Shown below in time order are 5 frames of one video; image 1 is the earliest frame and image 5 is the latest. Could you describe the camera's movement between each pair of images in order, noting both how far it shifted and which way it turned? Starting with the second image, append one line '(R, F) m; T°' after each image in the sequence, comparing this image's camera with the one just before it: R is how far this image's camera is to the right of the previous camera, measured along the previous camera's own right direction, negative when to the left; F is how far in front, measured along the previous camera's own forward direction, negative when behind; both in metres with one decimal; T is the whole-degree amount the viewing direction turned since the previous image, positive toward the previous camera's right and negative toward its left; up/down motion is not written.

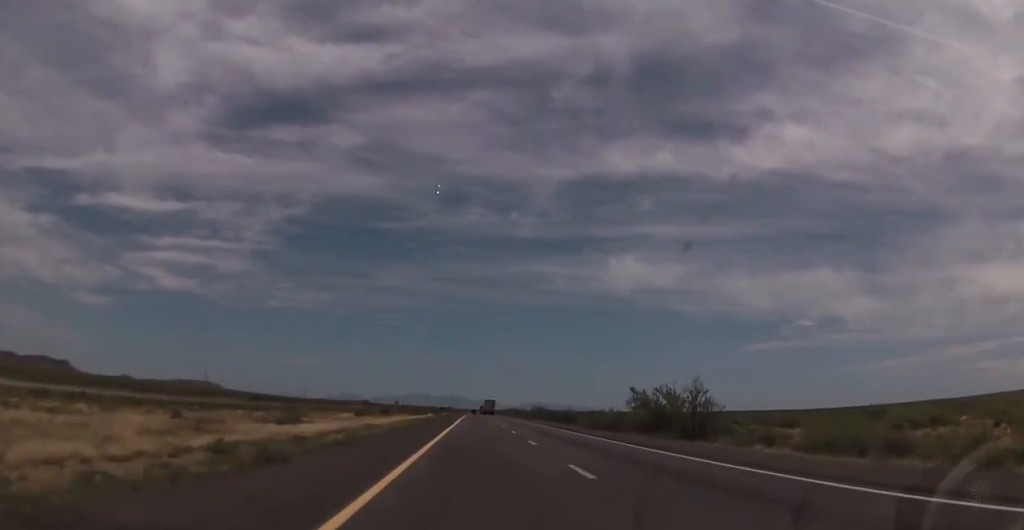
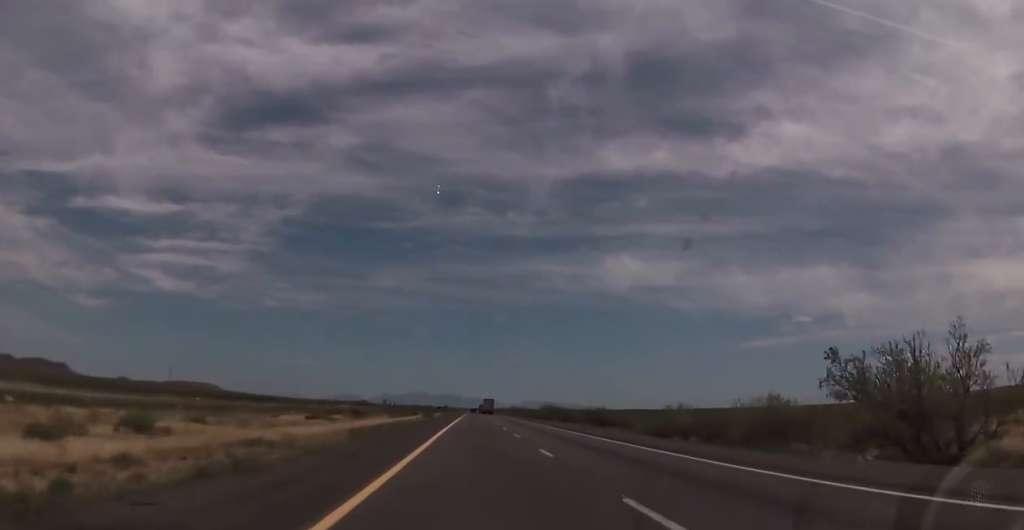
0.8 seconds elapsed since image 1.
(+0.2, +30.7) m; 0°
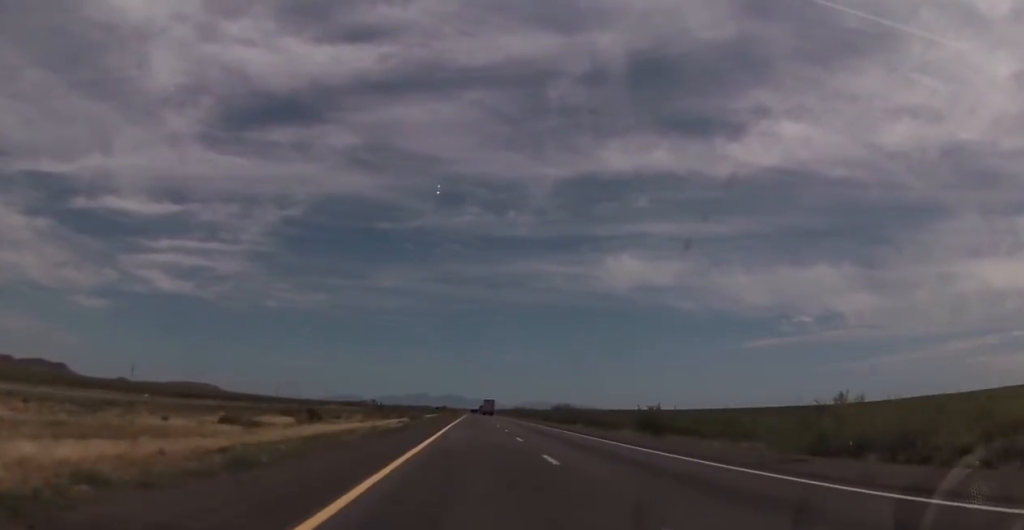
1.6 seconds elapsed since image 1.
(+0.1, +27.1) m; -1°
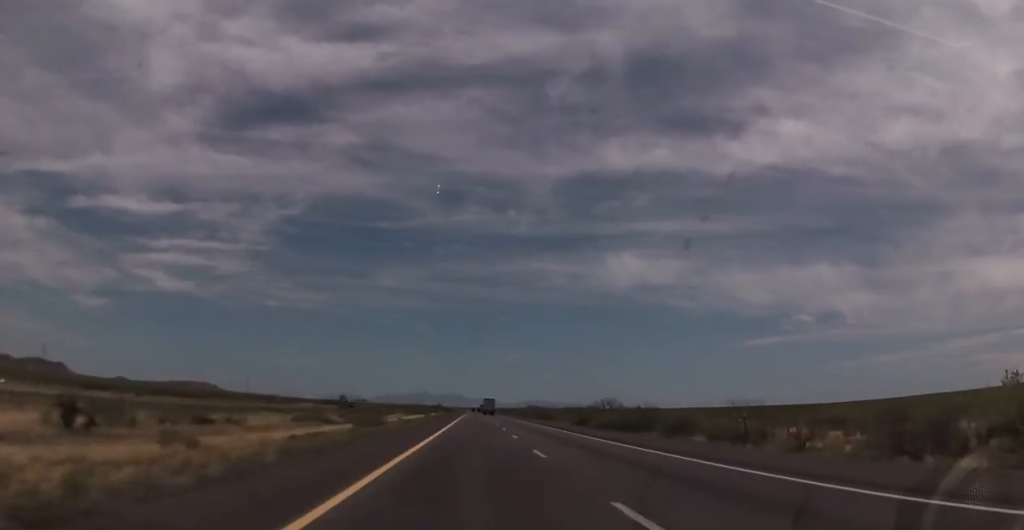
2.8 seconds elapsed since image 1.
(-0.3, +47.0) m; 0°
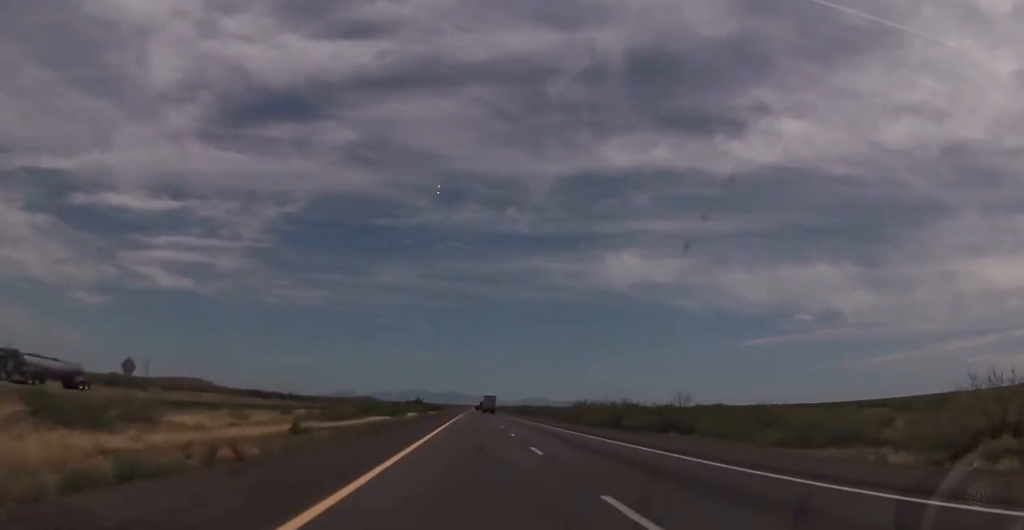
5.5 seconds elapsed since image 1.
(+0.4, +97.4) m; 0°
